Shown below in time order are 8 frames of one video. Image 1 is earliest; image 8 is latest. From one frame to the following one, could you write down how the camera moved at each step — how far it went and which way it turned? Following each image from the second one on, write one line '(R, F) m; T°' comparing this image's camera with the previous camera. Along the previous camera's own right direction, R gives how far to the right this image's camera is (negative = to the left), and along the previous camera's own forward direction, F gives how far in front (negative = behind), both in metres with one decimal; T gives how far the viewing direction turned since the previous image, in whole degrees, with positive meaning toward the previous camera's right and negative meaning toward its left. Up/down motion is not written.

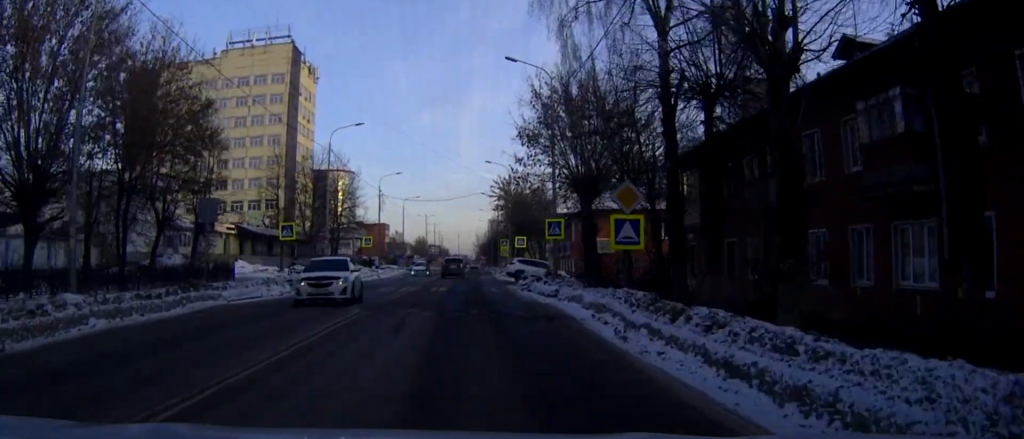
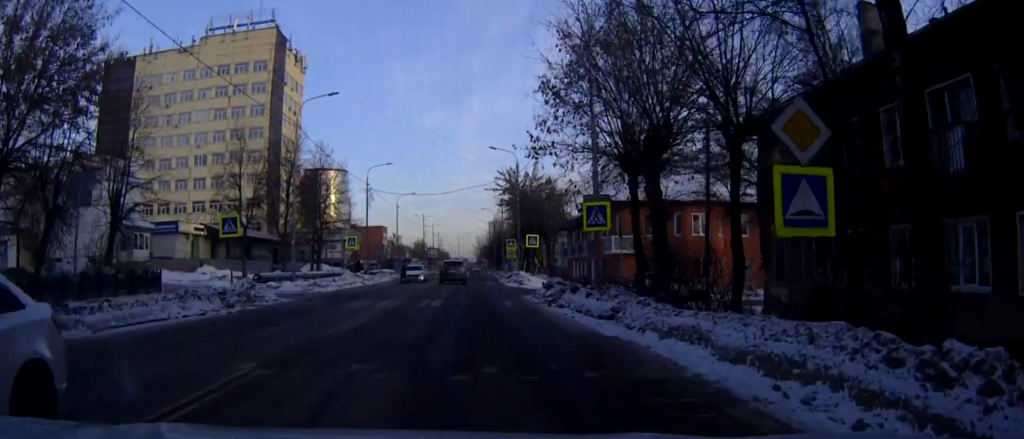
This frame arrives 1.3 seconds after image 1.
(+0.1, +9.9) m; 0°
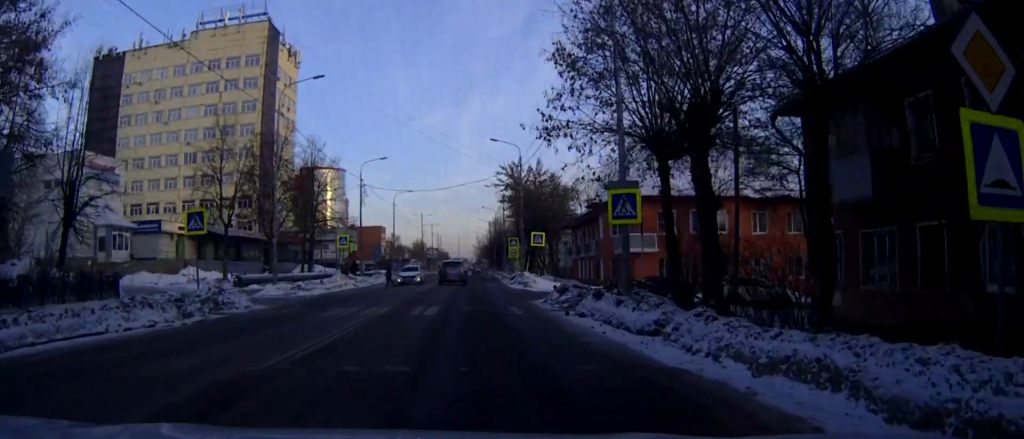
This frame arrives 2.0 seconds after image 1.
(0.0, +3.9) m; 0°
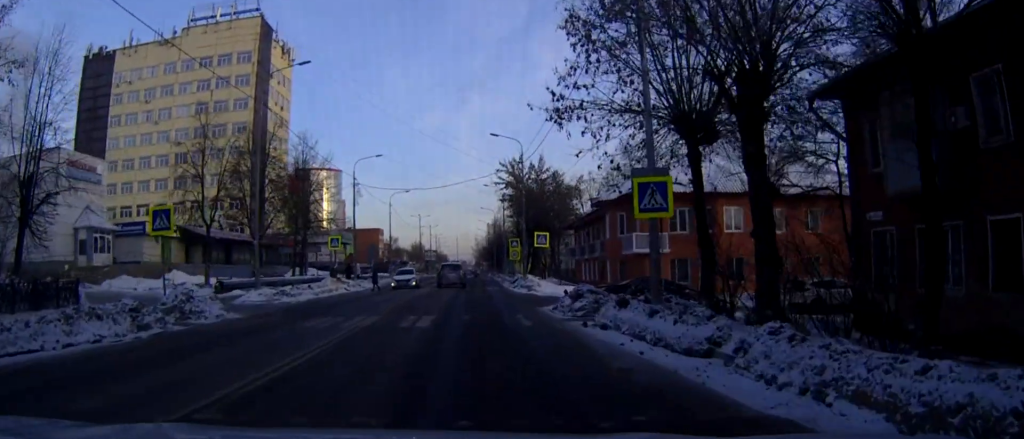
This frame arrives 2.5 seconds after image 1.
(0.0, +3.1) m; 0°
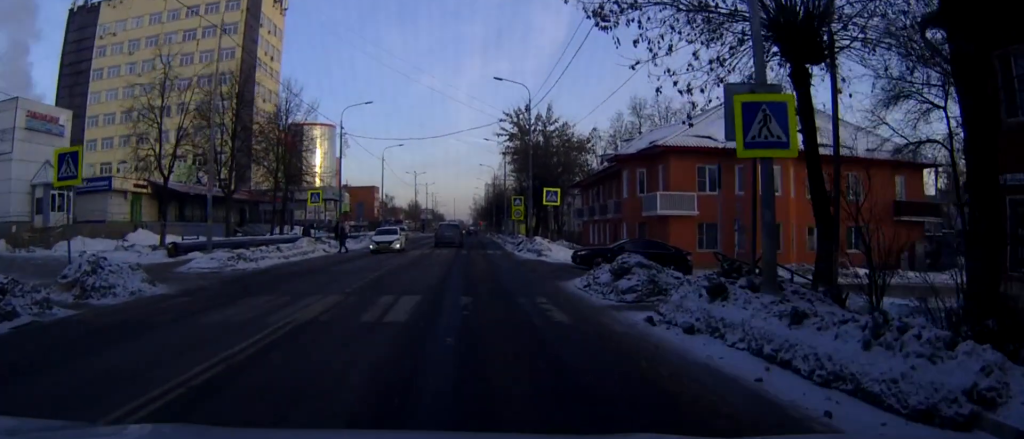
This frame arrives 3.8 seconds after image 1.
(-0.1, +6.4) m; 0°
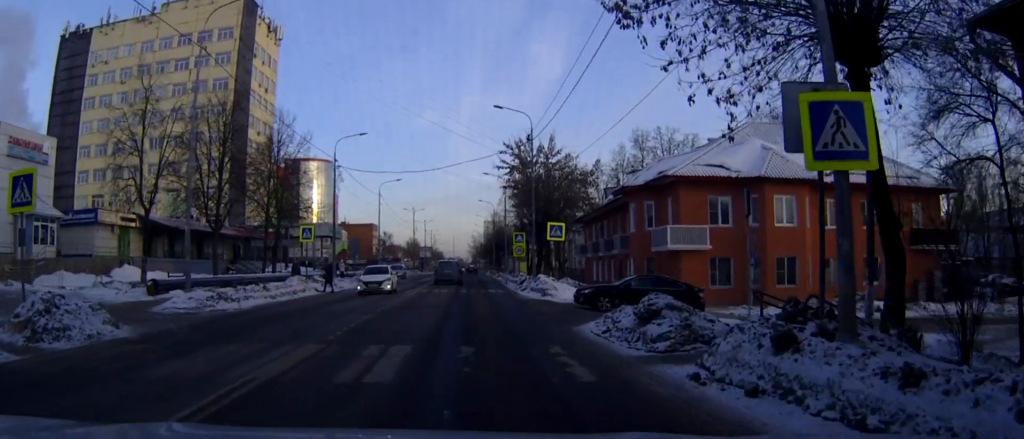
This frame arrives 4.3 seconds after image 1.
(0.0, +2.3) m; +1°
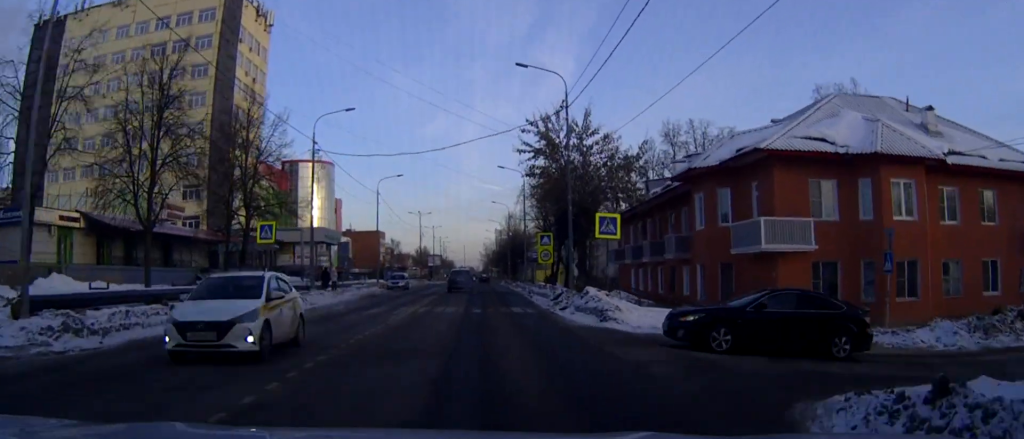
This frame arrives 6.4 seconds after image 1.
(0.0, +11.4) m; 0°
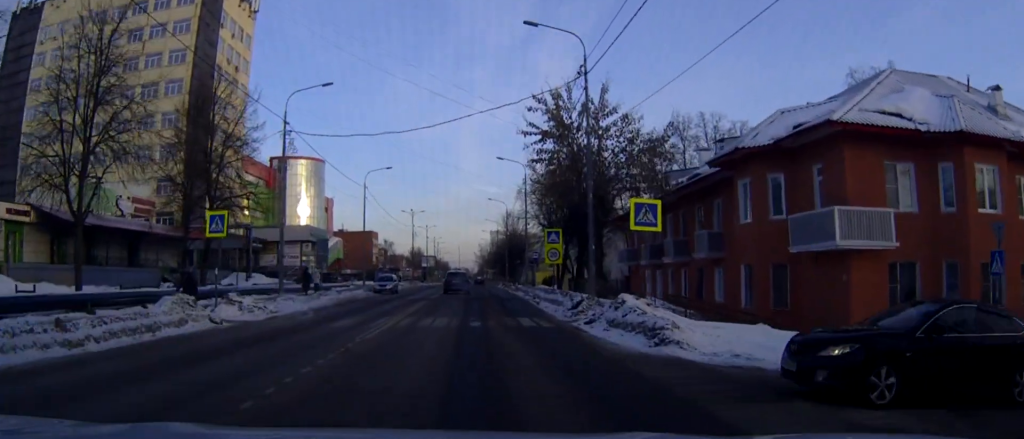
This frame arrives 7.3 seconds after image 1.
(+0.1, +6.0) m; +1°
